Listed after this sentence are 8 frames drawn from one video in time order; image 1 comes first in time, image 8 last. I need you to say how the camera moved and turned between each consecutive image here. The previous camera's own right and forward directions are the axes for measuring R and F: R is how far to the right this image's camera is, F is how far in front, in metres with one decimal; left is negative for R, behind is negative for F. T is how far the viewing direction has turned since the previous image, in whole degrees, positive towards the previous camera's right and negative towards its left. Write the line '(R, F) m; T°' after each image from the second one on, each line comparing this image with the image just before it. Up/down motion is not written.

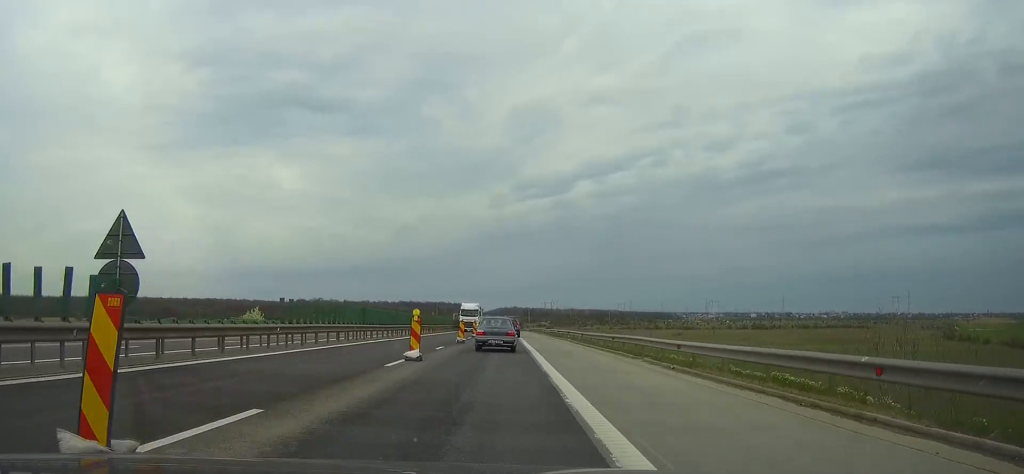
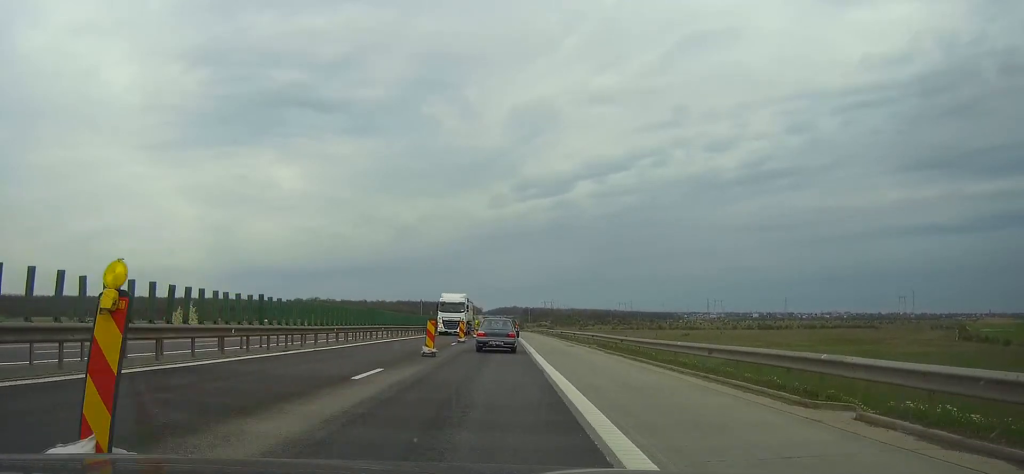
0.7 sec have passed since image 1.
(+0.1, +16.0) m; 0°
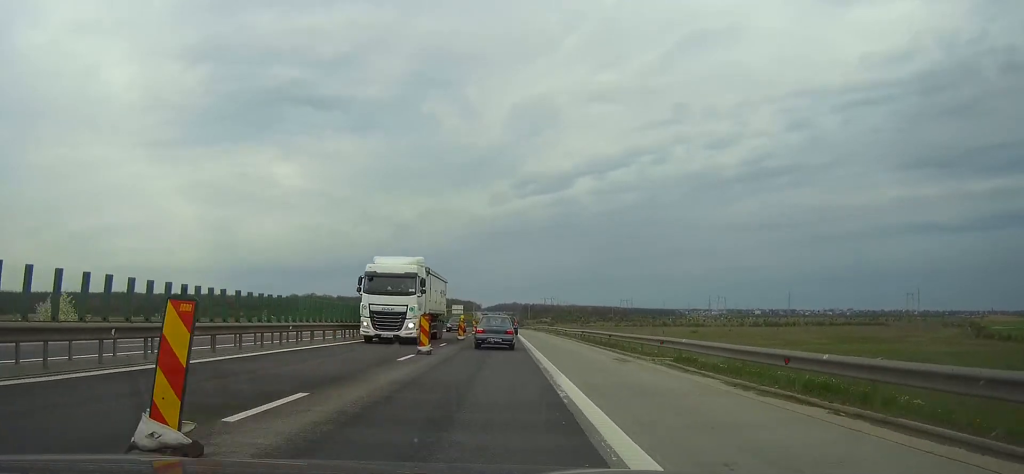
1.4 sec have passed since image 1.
(0.0, +18.5) m; 0°
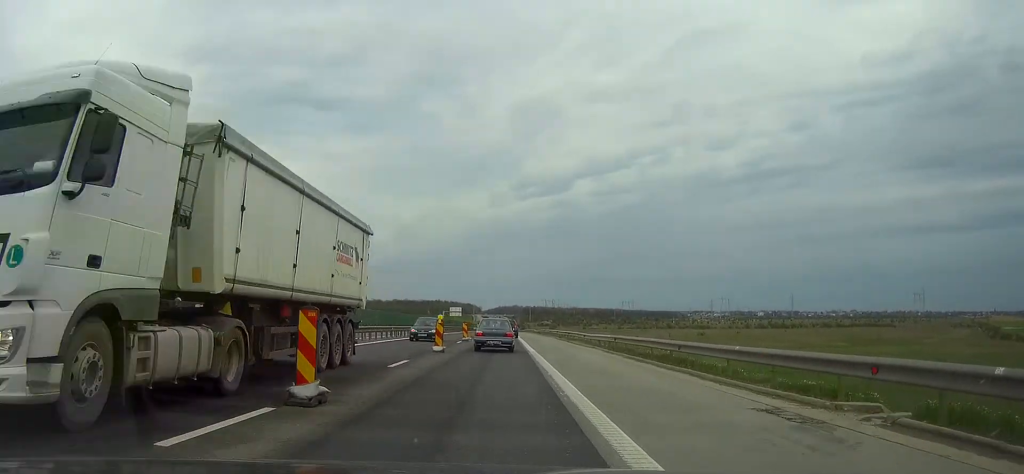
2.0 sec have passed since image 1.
(0.0, +13.7) m; 0°
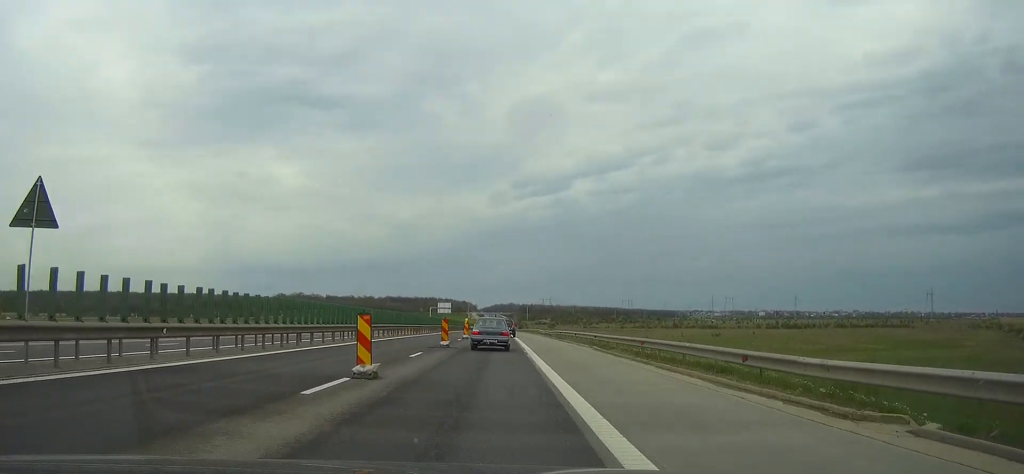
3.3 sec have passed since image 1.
(0.0, +31.8) m; 0°
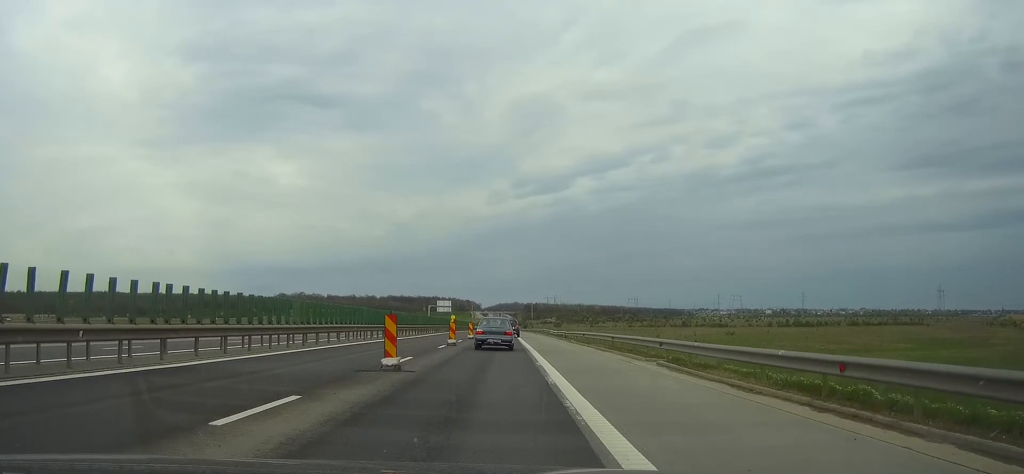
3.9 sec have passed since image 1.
(0.0, +15.6) m; 0°
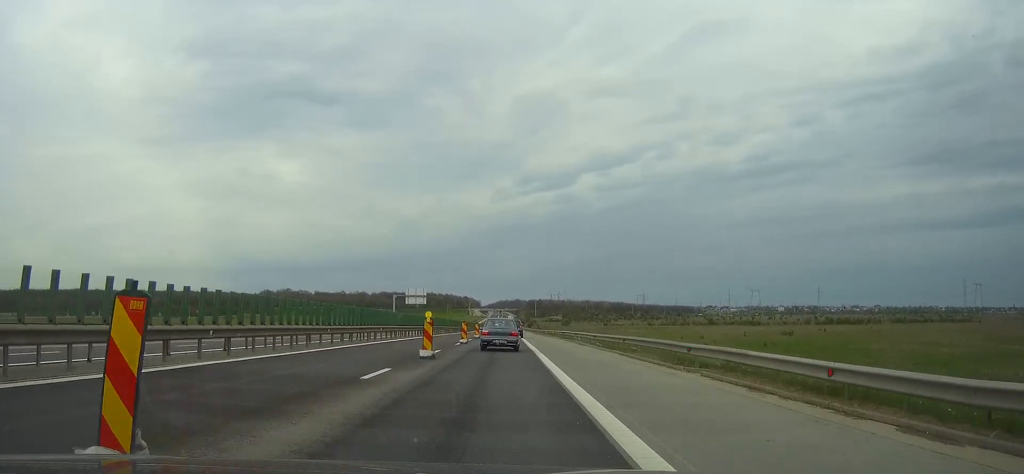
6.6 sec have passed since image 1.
(-0.4, +64.3) m; 0°
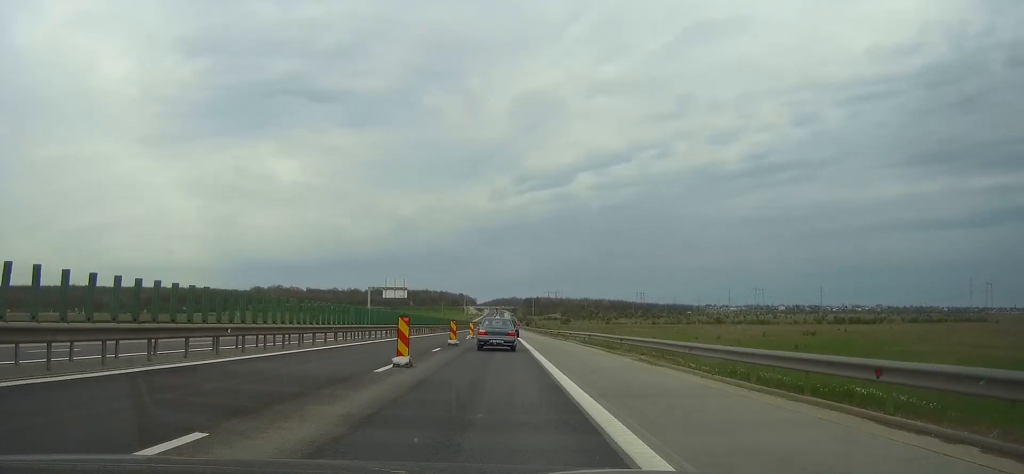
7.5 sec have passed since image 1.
(0.0, +19.3) m; 0°
